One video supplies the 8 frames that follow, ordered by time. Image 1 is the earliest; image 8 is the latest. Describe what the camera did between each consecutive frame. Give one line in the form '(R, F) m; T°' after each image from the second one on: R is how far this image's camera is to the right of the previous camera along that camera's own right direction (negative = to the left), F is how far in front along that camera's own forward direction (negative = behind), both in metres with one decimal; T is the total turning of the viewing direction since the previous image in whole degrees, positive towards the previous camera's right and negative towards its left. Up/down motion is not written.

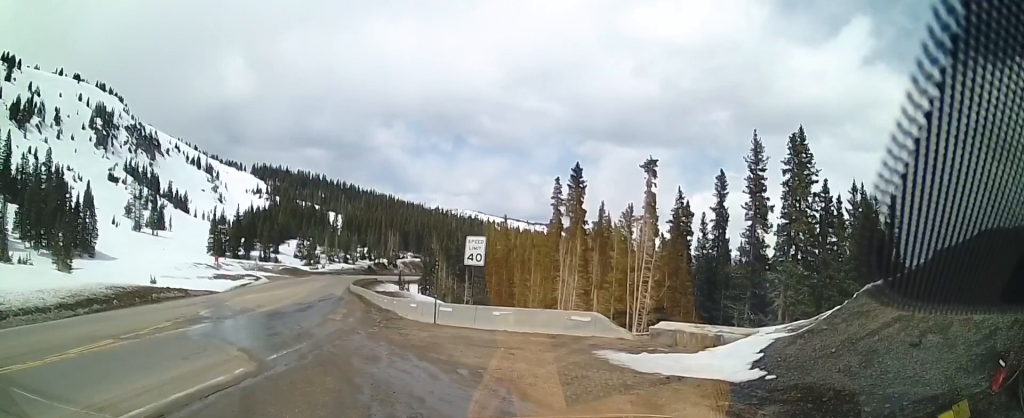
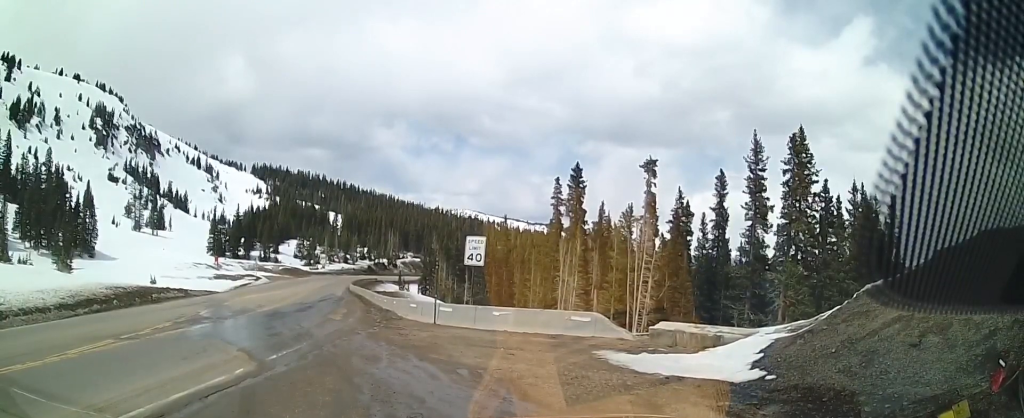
(+0.2, +0.5) m; 0°
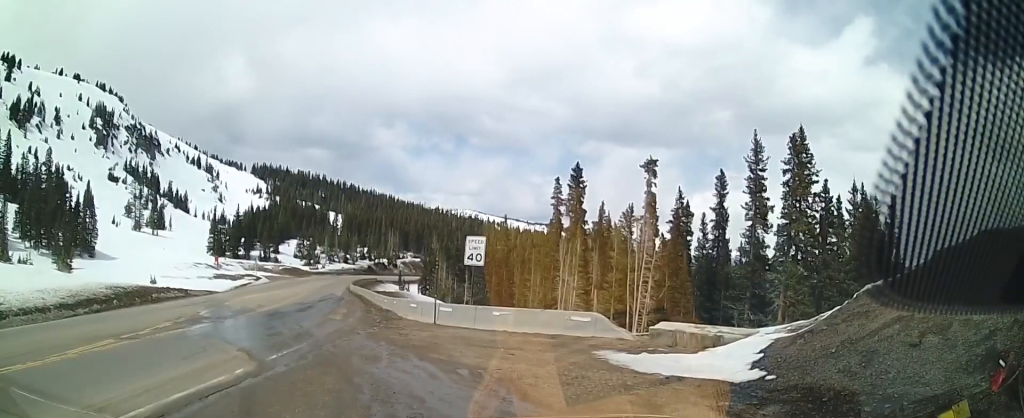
(0.0, 0.0) m; 0°
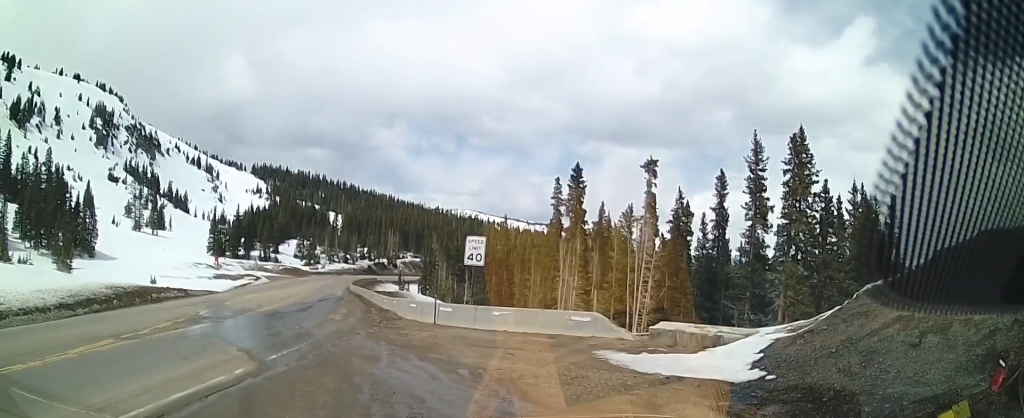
(0.0, 0.0) m; 0°
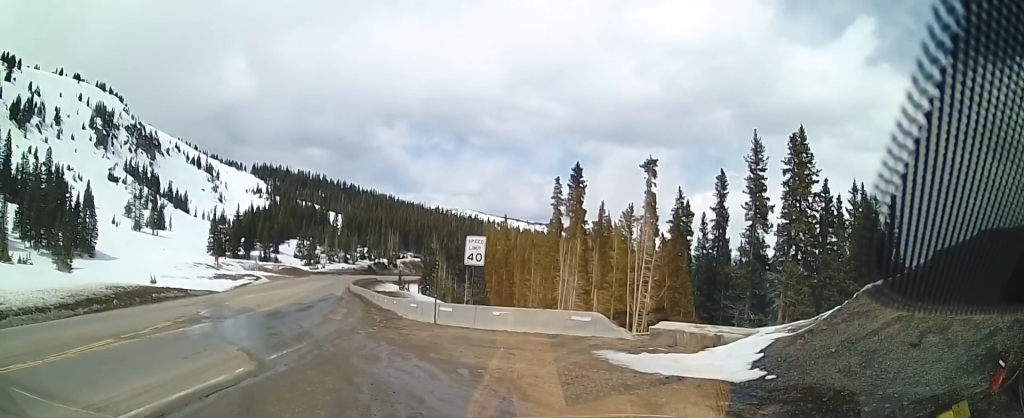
(-0.1, -0.1) m; 0°
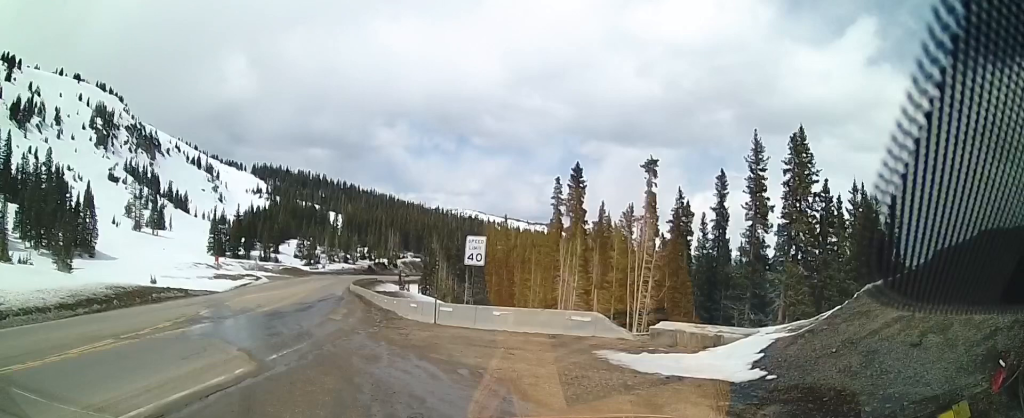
(-0.1, -0.2) m; 0°
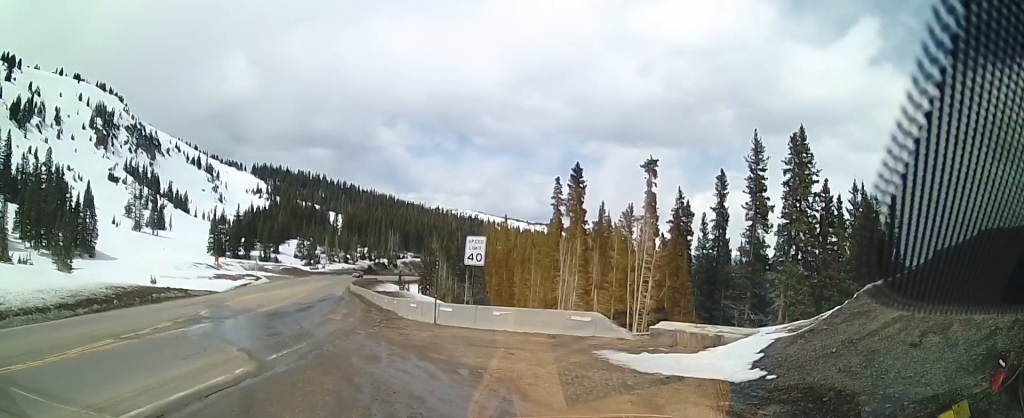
(0.0, 0.0) m; 0°
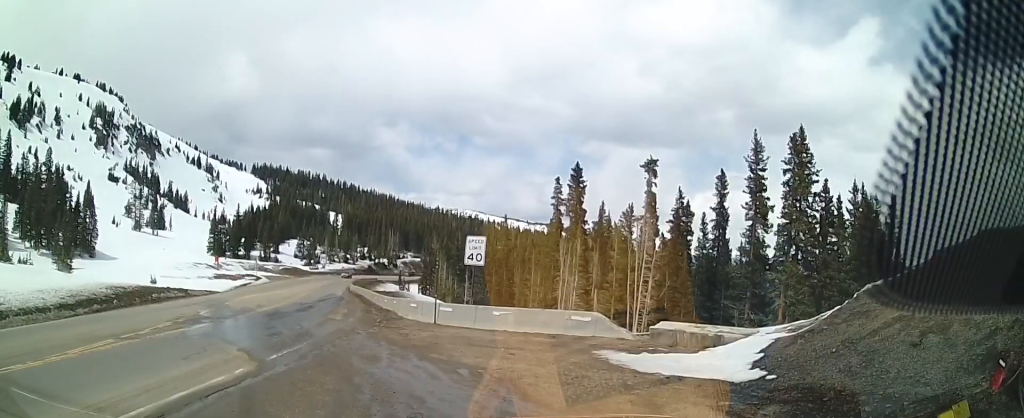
(0.0, 0.0) m; 0°
